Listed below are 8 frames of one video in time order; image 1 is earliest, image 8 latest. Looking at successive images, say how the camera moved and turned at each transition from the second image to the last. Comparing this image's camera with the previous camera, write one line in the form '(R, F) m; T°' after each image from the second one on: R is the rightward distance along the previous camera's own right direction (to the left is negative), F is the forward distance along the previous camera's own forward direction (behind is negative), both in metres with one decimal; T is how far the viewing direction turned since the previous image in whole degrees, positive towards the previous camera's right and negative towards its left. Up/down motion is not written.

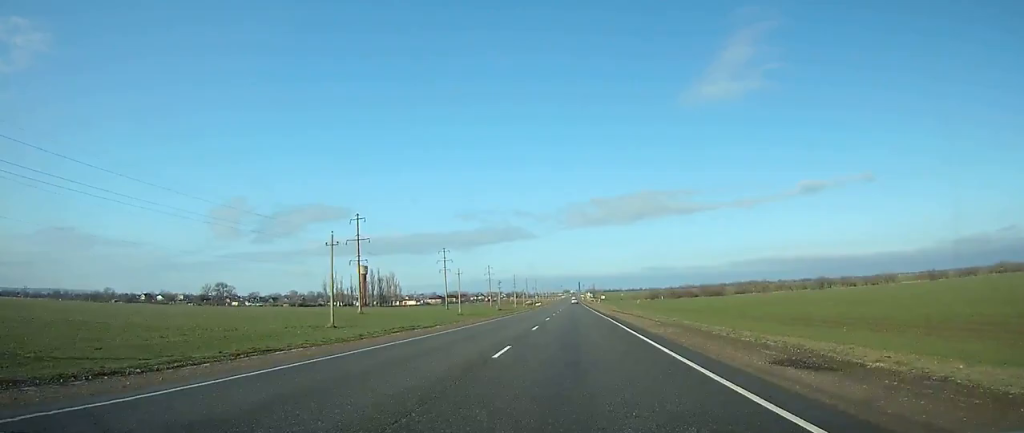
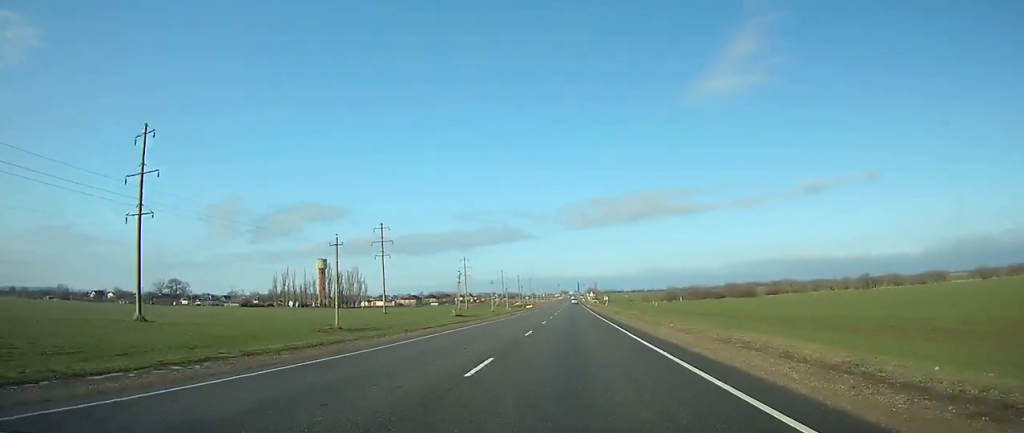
(+0.1, +63.1) m; 0°
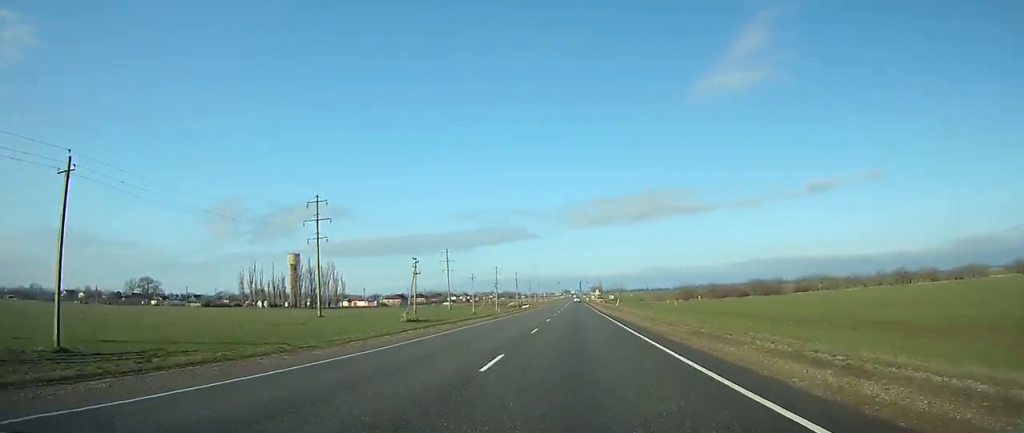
(0.0, +35.2) m; 0°
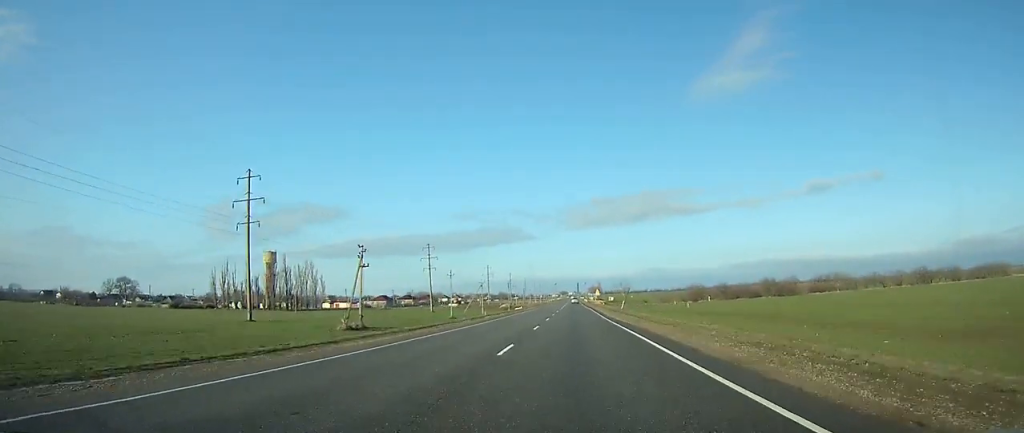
(0.0, +21.0) m; 0°
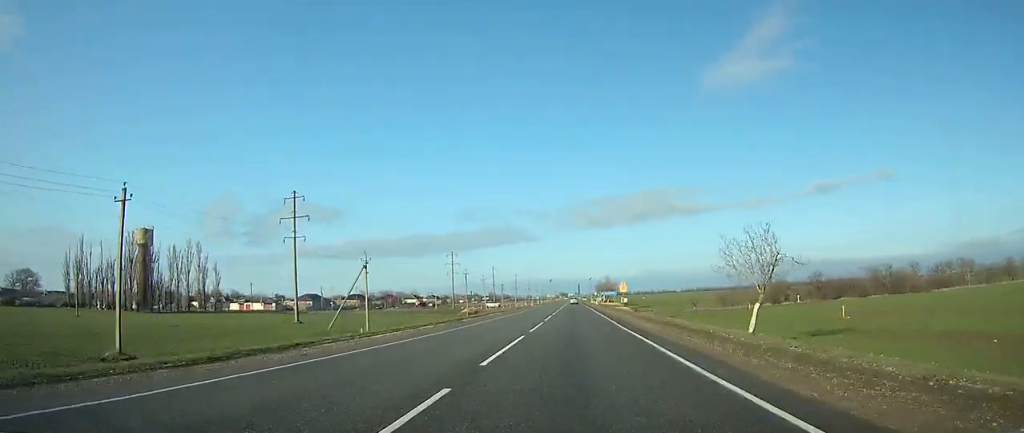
(+0.1, +85.5) m; 0°
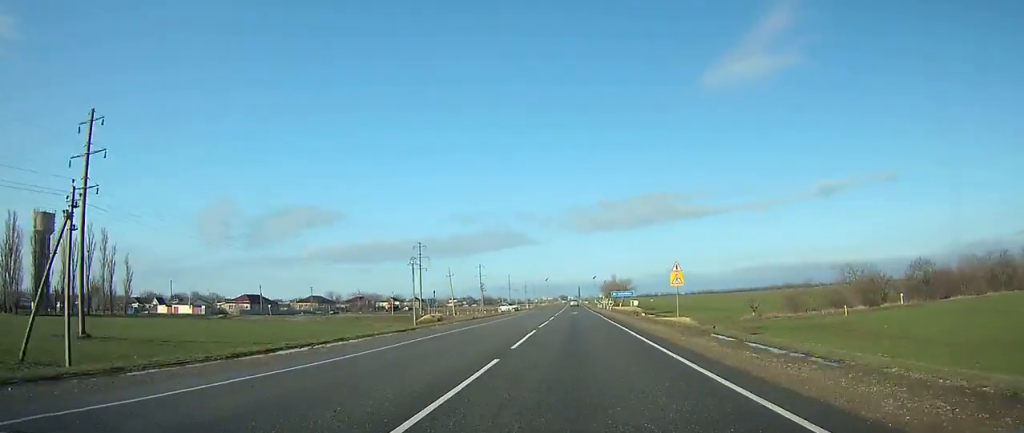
(0.0, +42.9) m; 0°
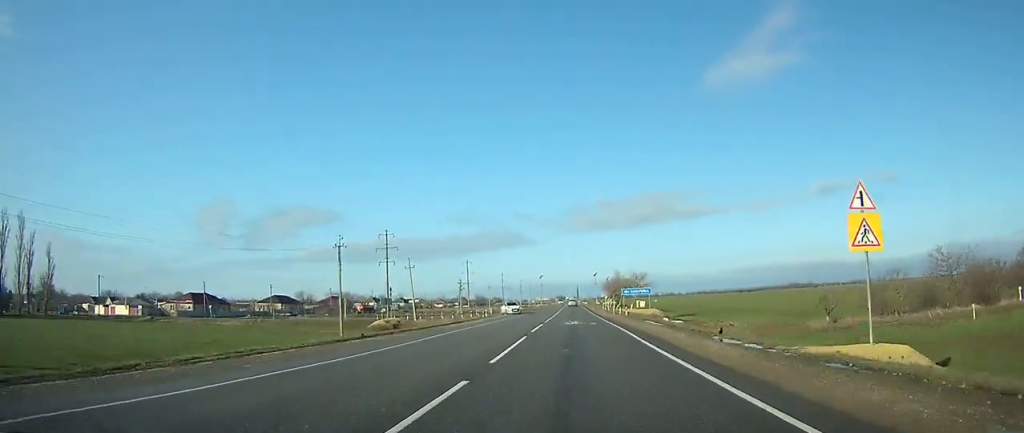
(0.0, +27.2) m; 0°
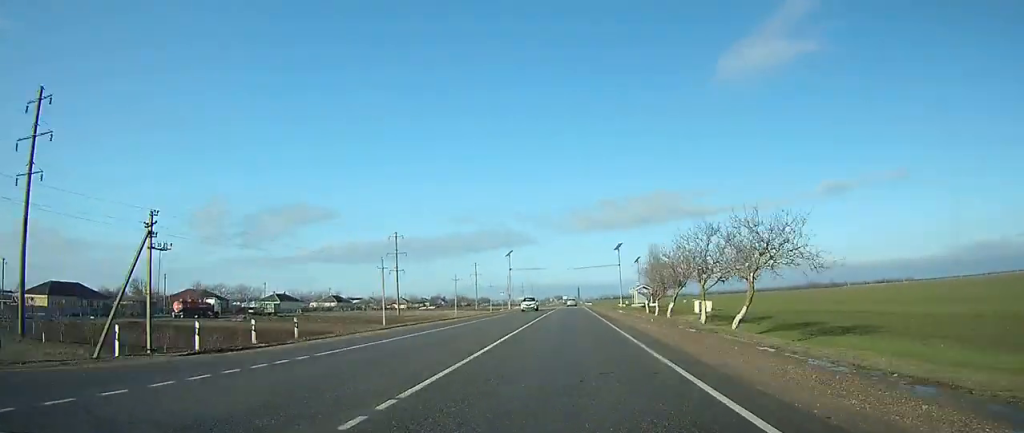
(+0.2, +93.0) m; 0°
